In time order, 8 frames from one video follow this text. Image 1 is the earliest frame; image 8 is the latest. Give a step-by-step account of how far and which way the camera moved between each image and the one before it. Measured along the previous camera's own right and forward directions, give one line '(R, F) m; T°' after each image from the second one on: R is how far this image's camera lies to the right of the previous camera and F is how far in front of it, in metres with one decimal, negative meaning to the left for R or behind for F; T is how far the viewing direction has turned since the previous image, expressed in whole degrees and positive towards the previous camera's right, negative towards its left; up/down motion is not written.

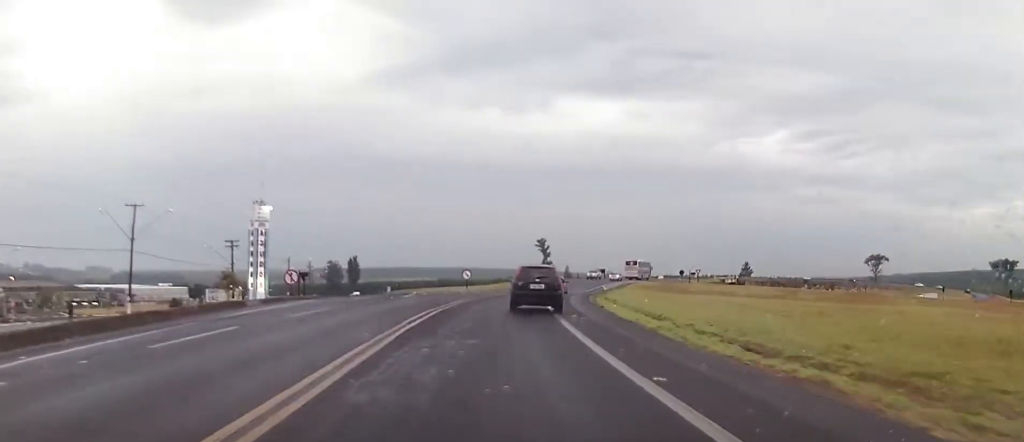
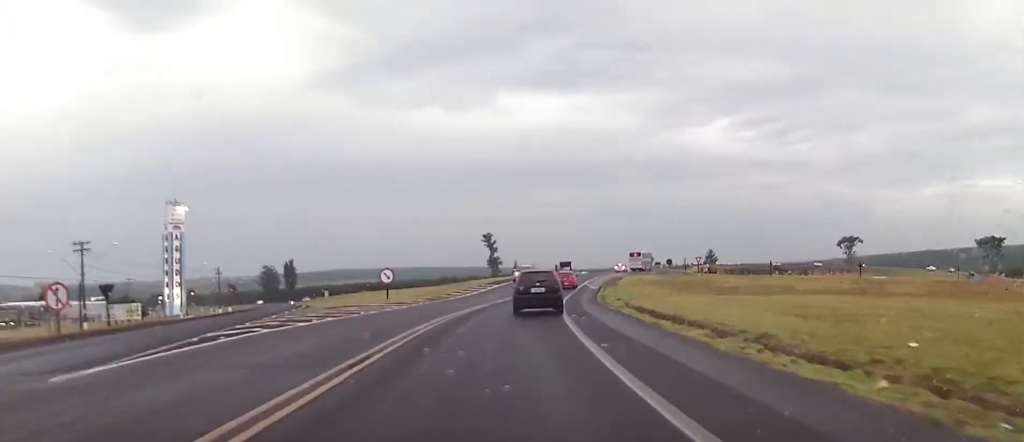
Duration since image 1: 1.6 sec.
(+0.5, +21.6) m; +3°
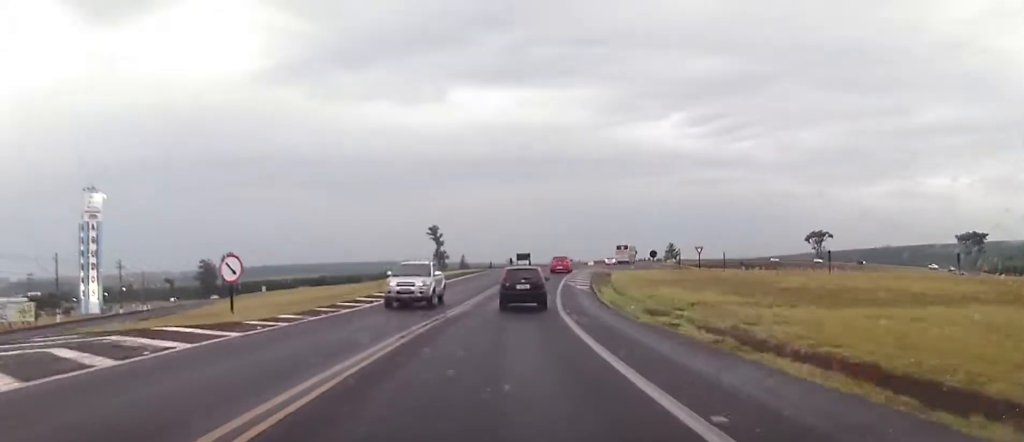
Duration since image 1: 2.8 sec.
(+0.7, +18.3) m; +4°
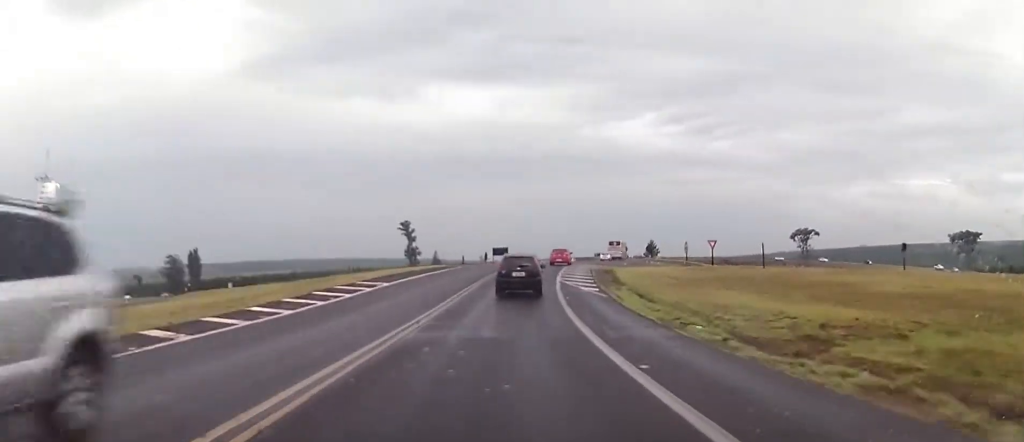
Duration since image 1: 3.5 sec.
(+0.2, +10.9) m; +2°
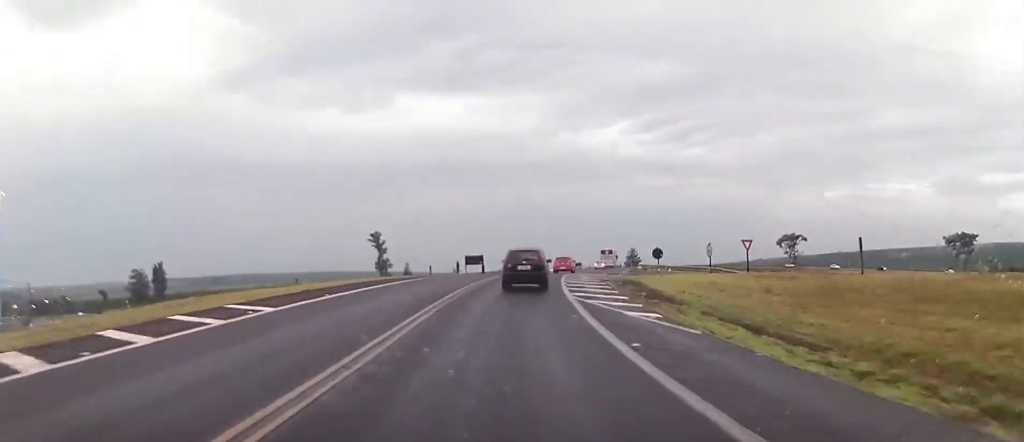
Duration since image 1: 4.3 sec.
(+0.2, +12.8) m; +2°
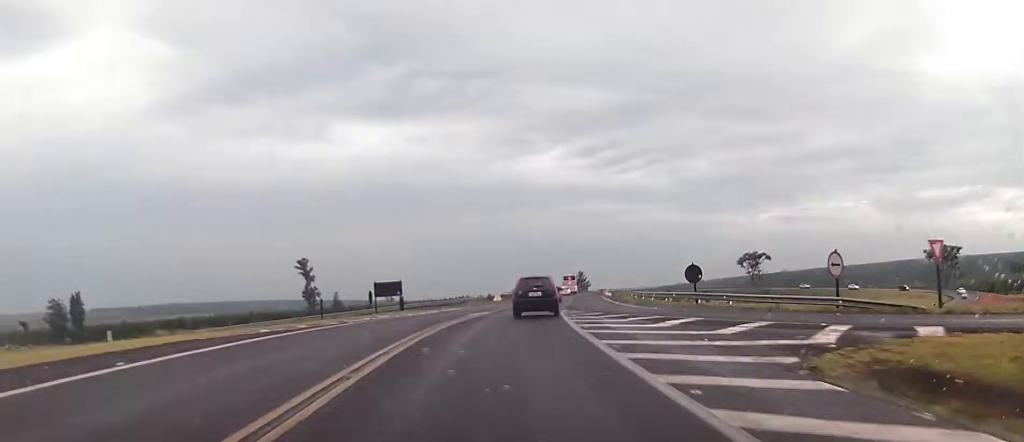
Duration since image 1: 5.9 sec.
(+0.9, +25.5) m; +5°
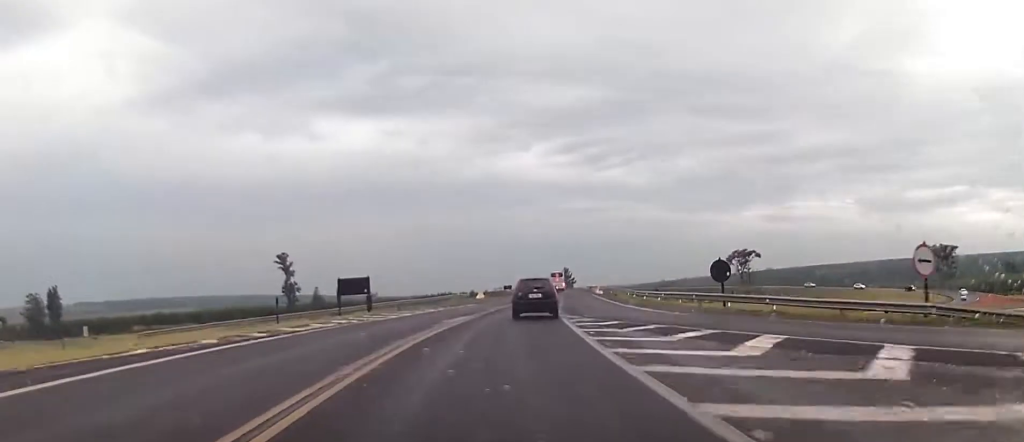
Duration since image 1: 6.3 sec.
(0.0, +6.8) m; +2°
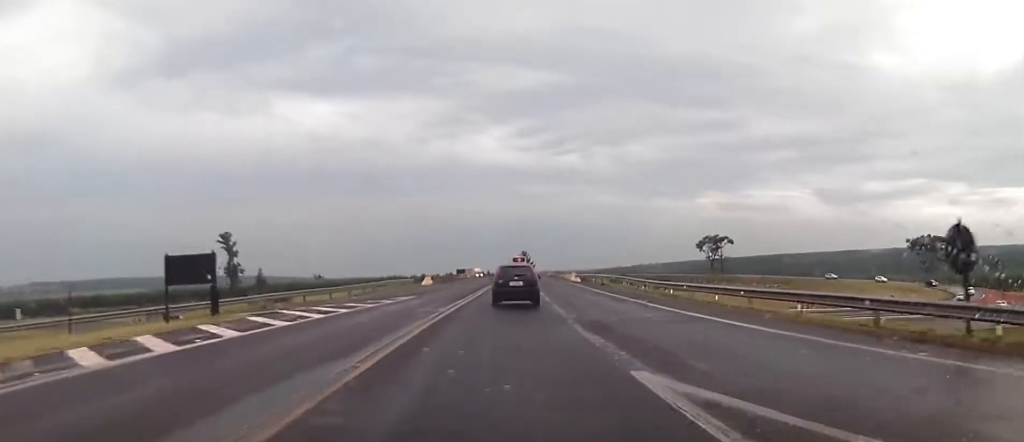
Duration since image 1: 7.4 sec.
(+0.8, +19.2) m; +4°
